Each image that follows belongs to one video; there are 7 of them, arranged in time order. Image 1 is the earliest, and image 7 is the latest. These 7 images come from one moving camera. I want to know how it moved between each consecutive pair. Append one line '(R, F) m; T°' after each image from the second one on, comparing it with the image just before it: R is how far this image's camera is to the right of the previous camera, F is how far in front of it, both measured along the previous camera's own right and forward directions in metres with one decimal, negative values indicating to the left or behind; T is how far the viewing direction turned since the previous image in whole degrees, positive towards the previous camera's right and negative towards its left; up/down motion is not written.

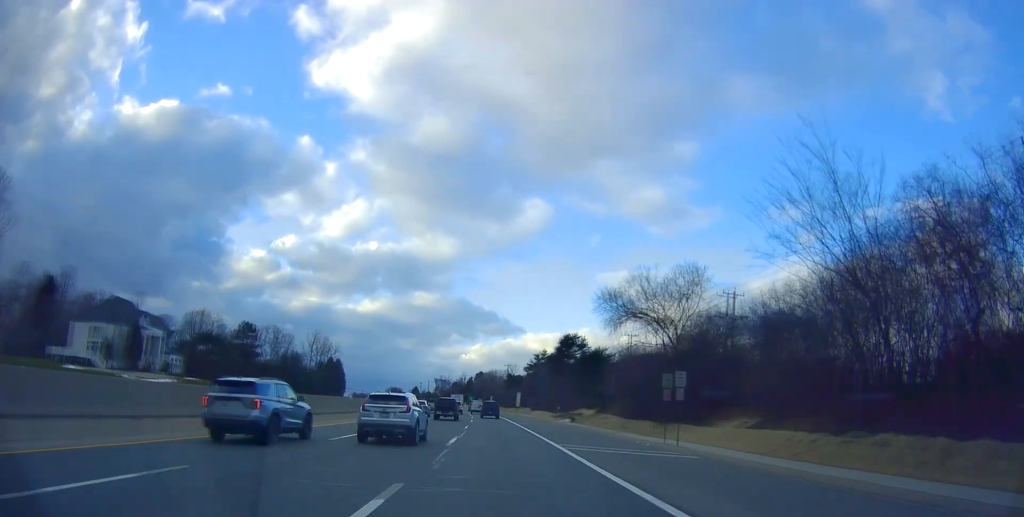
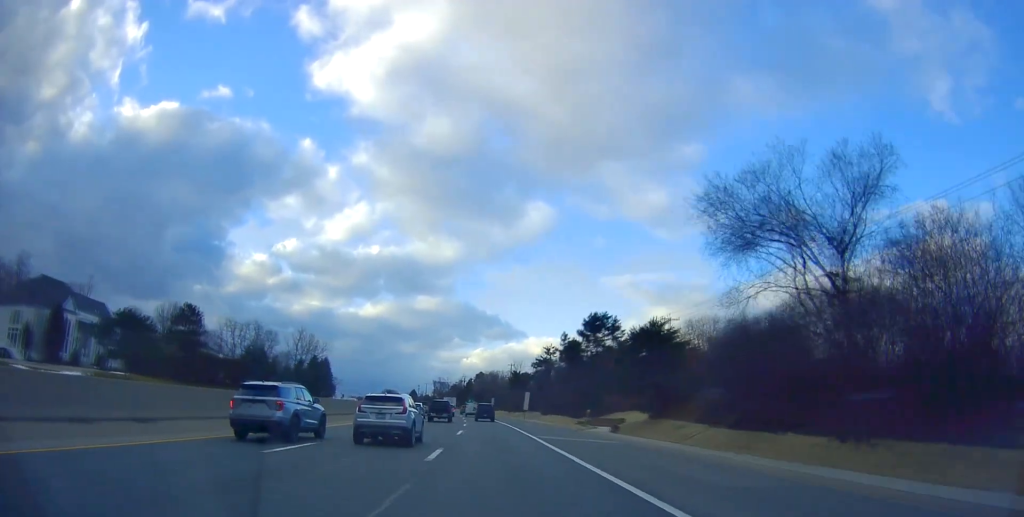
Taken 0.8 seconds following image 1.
(0.0, +20.9) m; 0°
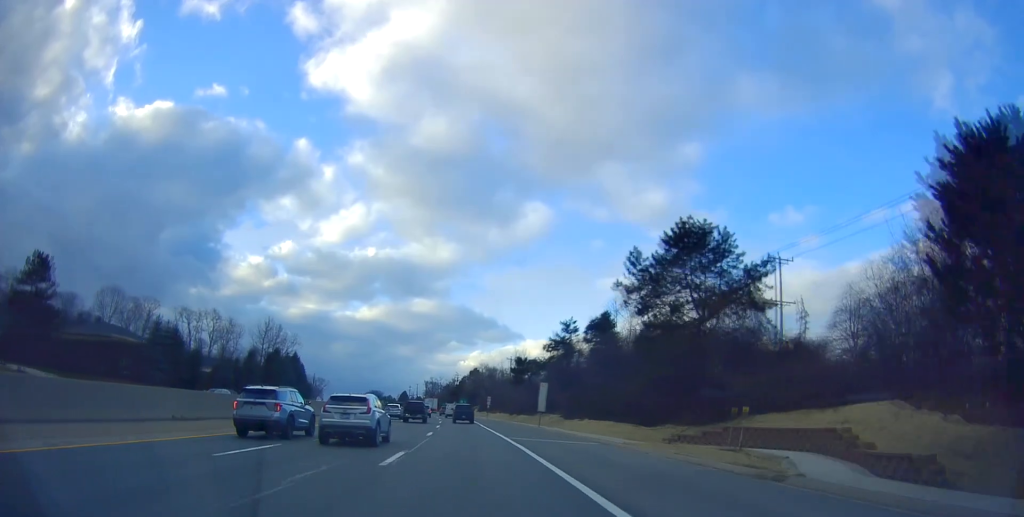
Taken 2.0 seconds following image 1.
(+0.1, +31.9) m; 0°
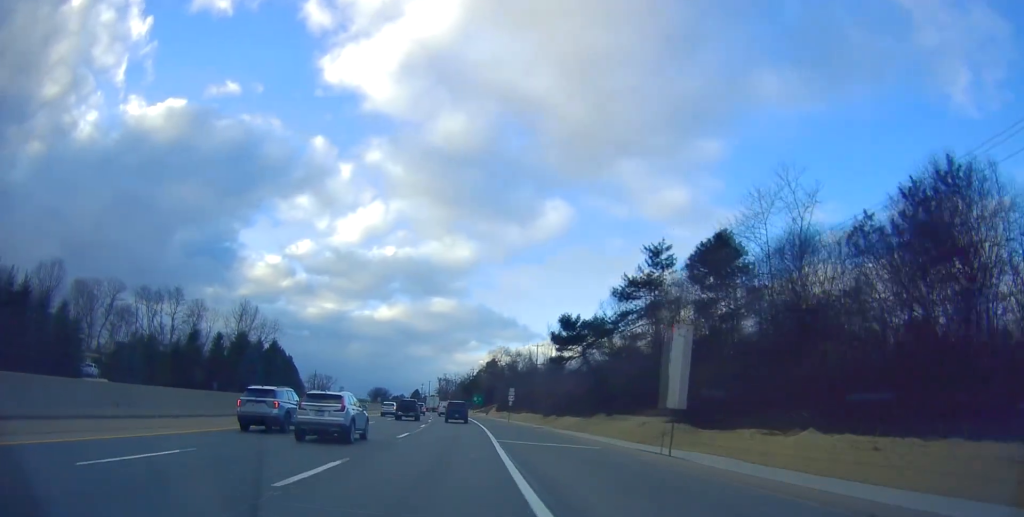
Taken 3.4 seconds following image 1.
(+0.1, +34.2) m; 0°
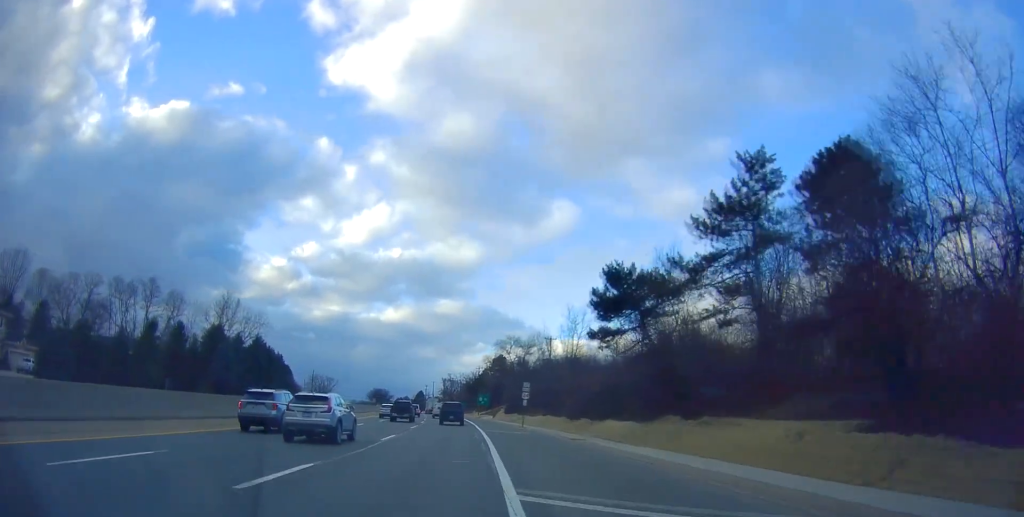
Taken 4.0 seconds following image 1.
(-0.1, +16.0) m; -1°
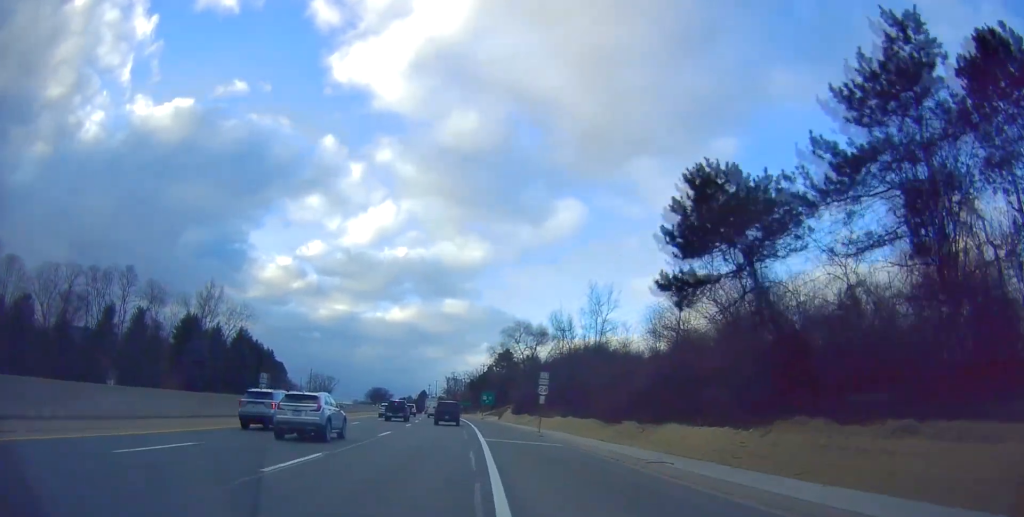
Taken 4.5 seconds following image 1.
(0.0, +12.6) m; -1°
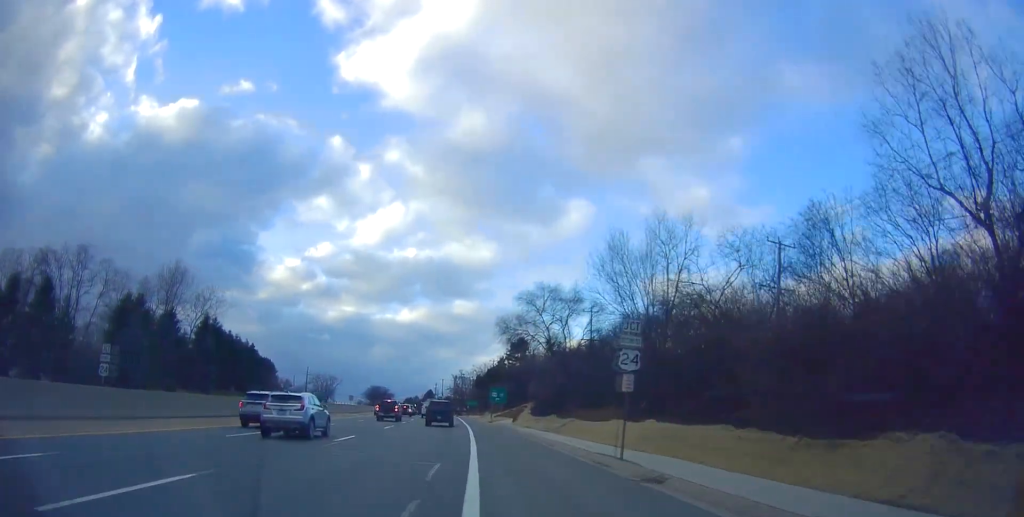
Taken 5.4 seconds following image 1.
(-0.5, +21.5) m; -2°
